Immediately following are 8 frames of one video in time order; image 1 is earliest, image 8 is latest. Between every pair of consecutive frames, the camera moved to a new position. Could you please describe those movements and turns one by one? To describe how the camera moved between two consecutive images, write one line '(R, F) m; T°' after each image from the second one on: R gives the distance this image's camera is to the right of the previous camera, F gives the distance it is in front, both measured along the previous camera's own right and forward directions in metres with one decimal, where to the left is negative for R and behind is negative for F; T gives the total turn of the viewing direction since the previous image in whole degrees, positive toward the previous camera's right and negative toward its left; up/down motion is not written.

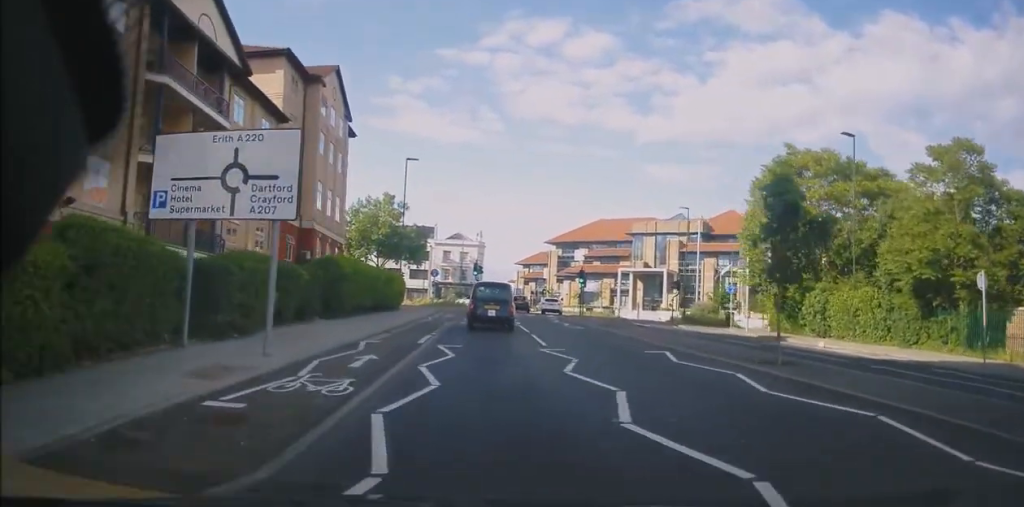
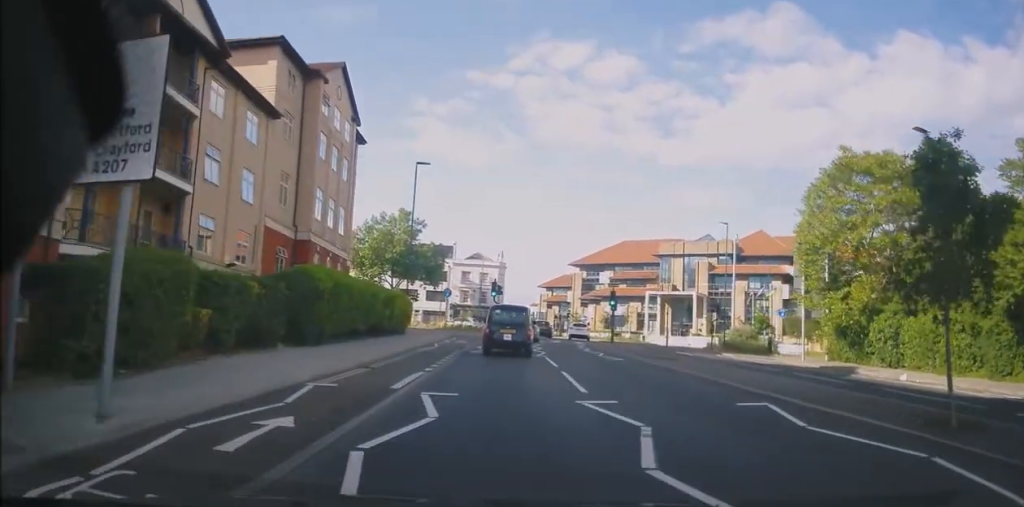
(-0.2, +5.0) m; -4°
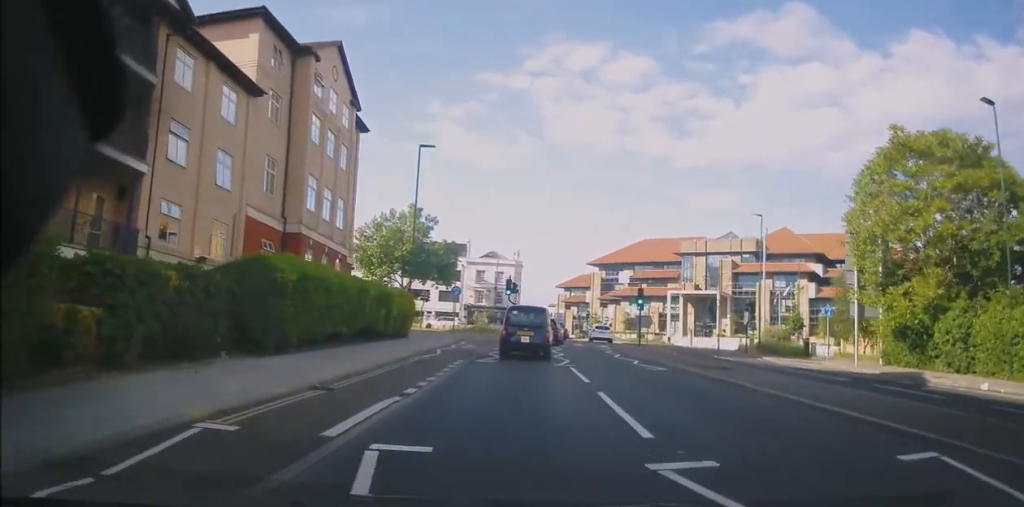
(-0.2, +4.2) m; -2°
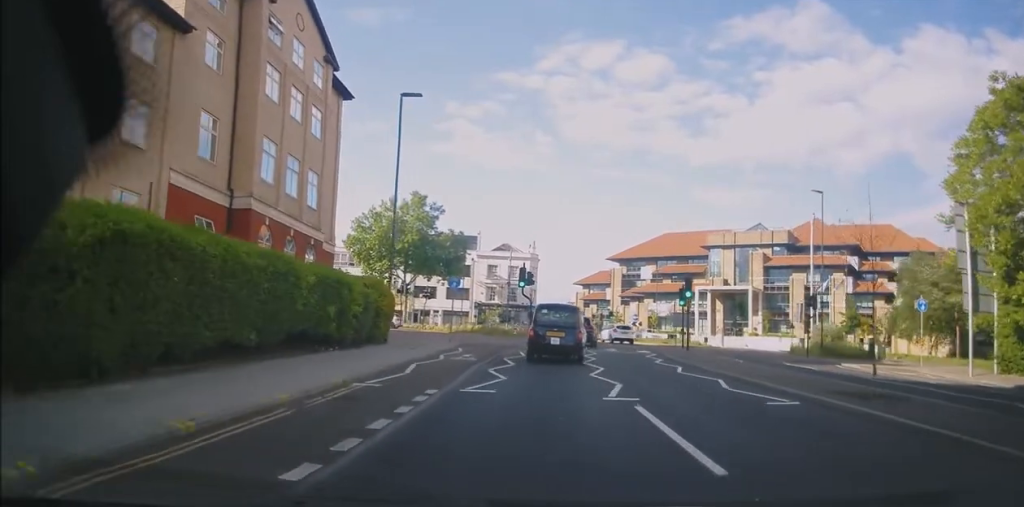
(-0.2, +8.1) m; 0°
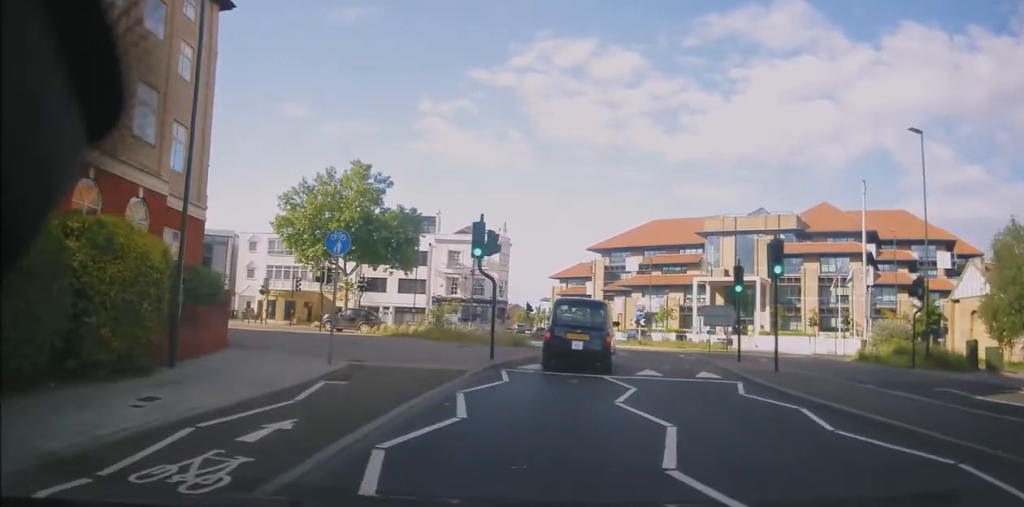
(+0.1, +14.2) m; -3°
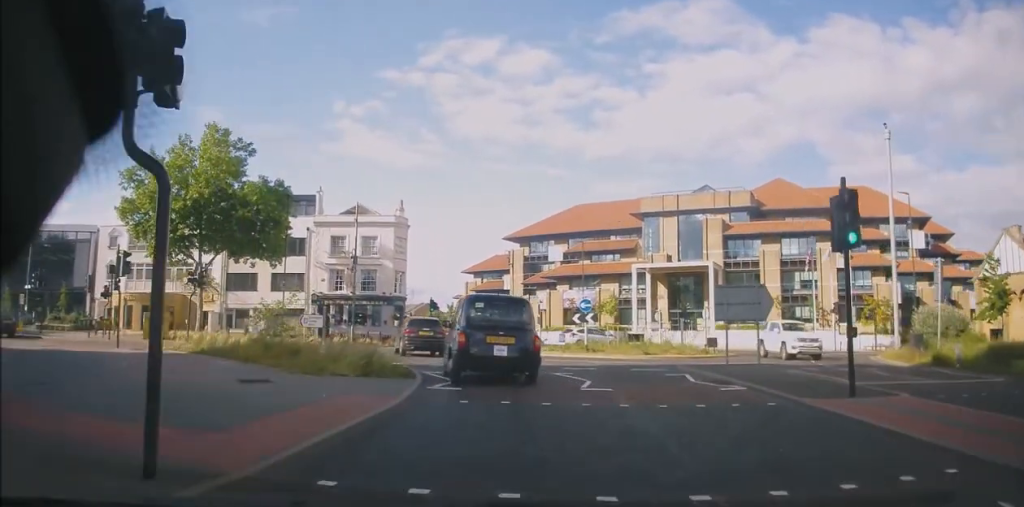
(+0.3, +14.7) m; +3°
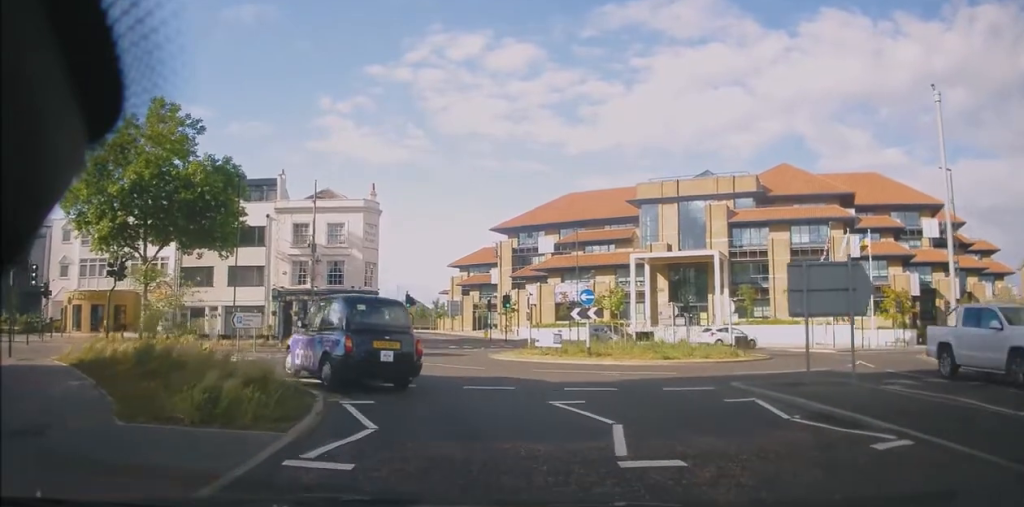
(-0.1, +6.5) m; +2°
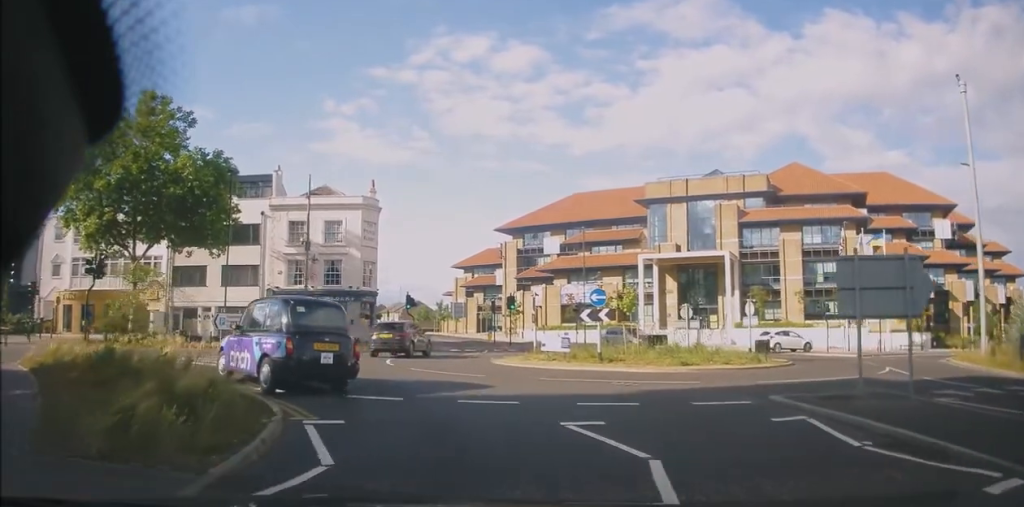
(+0.1, +1.9) m; +1°
